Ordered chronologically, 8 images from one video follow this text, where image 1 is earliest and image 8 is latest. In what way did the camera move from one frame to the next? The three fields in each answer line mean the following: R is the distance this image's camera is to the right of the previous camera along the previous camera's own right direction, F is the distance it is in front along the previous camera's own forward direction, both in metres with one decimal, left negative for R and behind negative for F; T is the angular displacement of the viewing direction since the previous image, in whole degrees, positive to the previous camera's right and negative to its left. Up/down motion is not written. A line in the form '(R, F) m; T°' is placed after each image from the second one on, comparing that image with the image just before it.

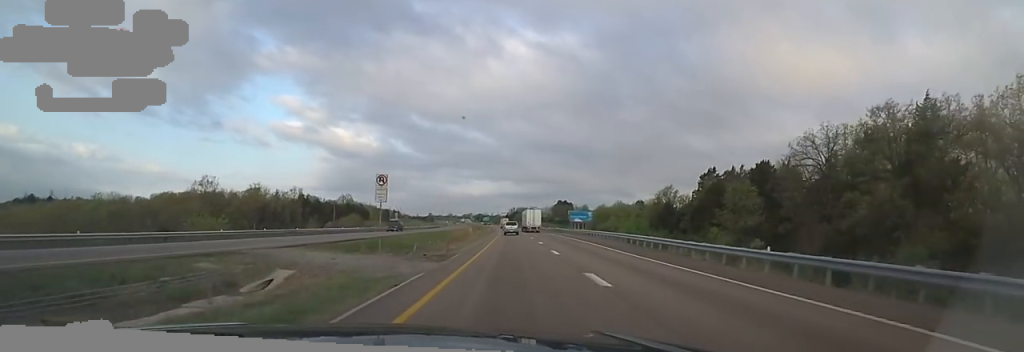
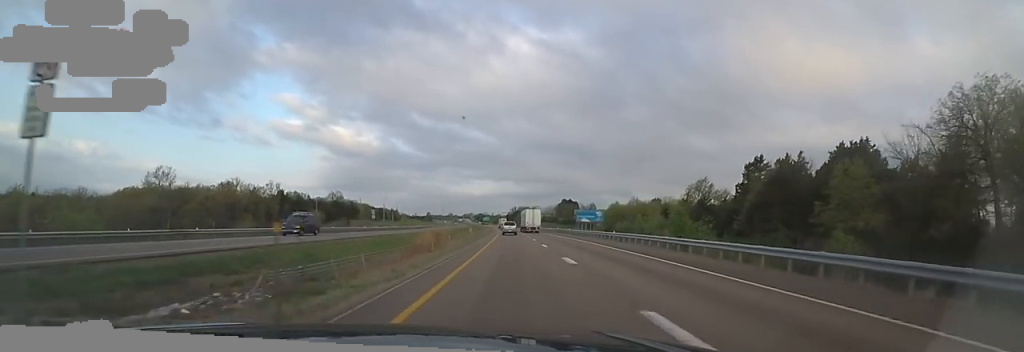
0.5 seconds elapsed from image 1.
(-0.2, +18.7) m; -1°
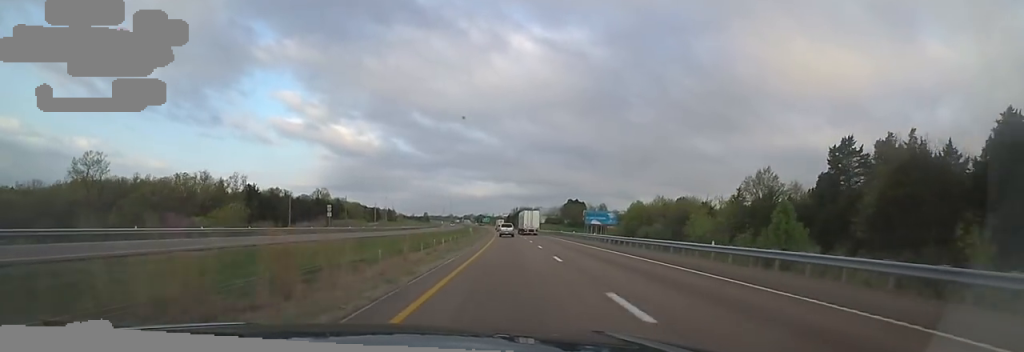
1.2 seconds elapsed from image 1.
(-0.2, +22.2) m; -1°
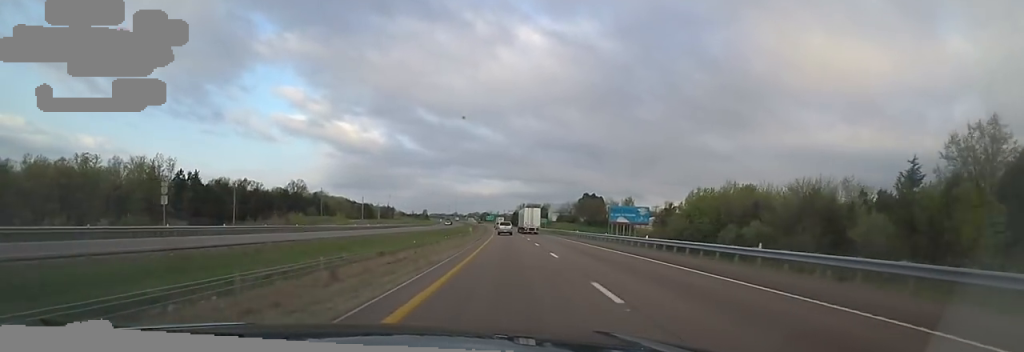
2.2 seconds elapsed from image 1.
(-0.5, +35.3) m; 0°
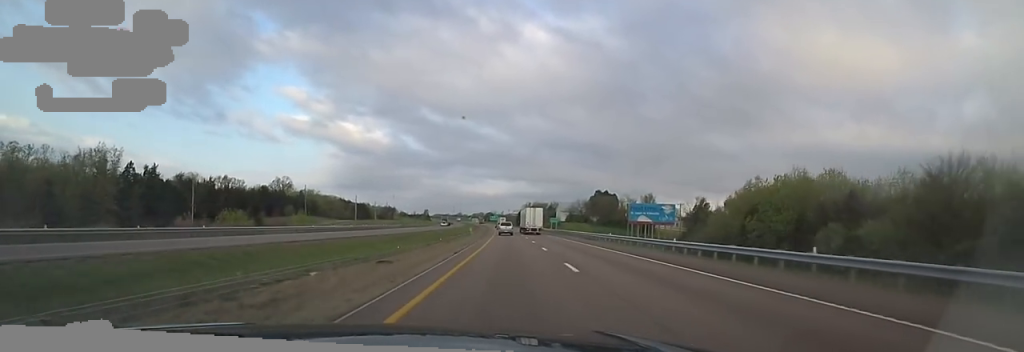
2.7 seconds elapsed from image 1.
(+0.2, +18.6) m; 0°
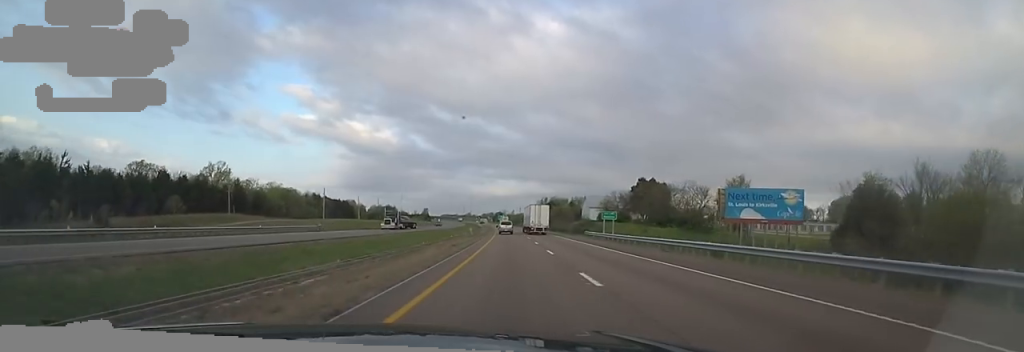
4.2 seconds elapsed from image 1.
(-0.3, +52.7) m; 0°
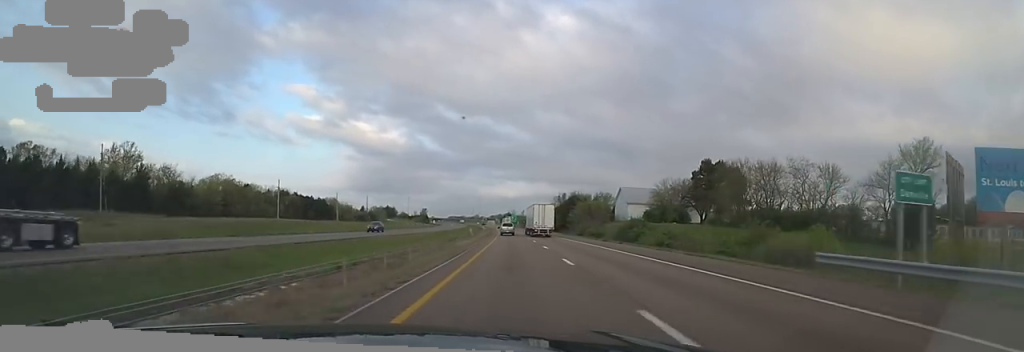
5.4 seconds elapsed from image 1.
(-0.5, +42.9) m; -2°
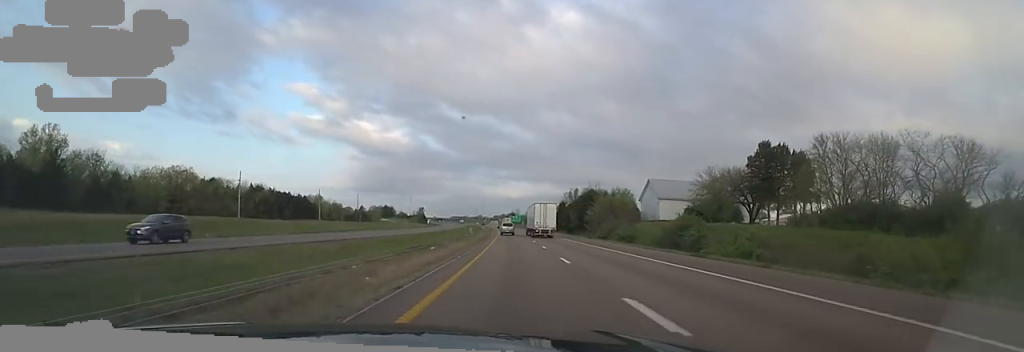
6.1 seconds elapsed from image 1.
(-1.1, +23.4) m; 0°
